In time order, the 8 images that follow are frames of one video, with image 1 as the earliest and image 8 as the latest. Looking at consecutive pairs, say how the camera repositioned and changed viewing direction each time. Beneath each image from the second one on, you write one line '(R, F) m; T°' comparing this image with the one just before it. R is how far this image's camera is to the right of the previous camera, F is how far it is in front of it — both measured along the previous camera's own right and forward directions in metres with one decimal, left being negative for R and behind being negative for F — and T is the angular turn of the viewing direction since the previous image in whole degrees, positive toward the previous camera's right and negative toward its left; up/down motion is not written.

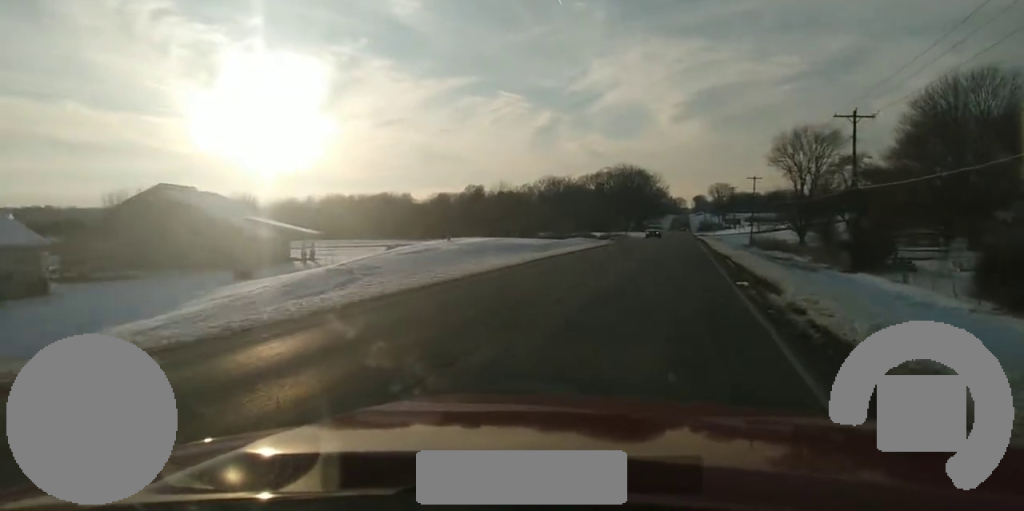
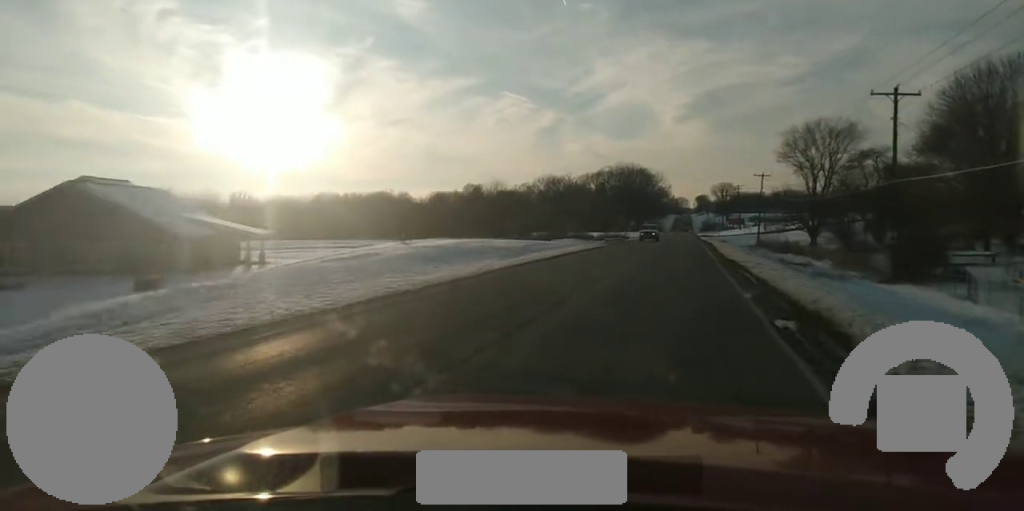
(+0.1, +9.5) m; +1°
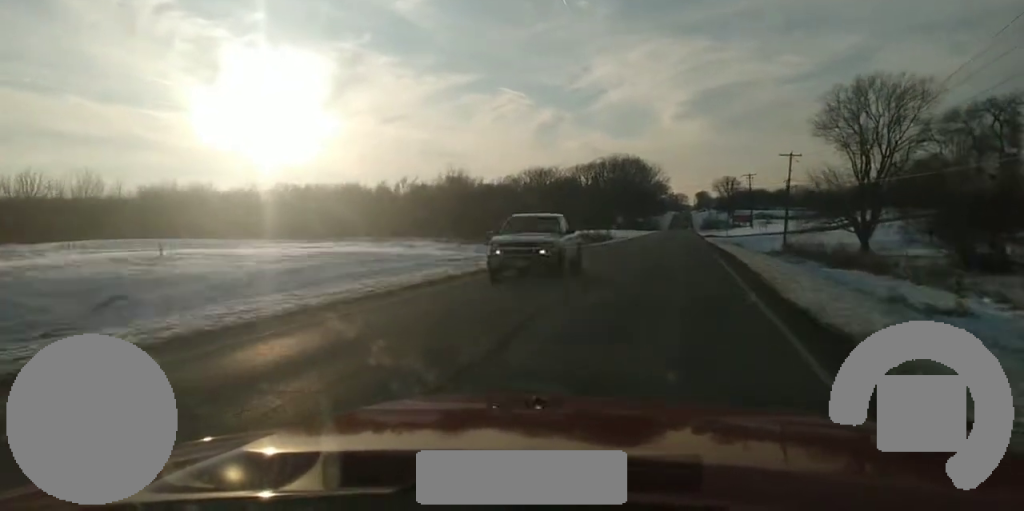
(-0.1, +33.3) m; -3°
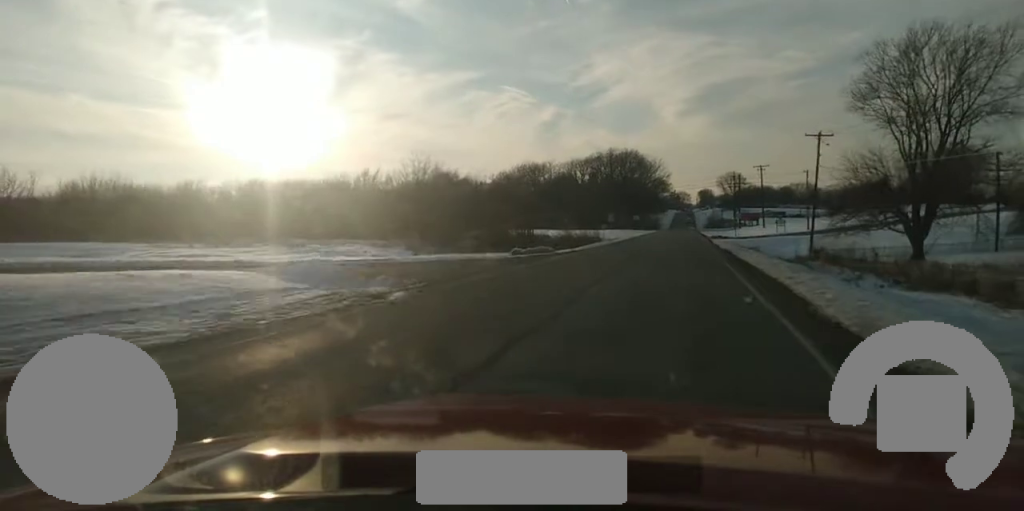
(-0.4, +18.3) m; -1°
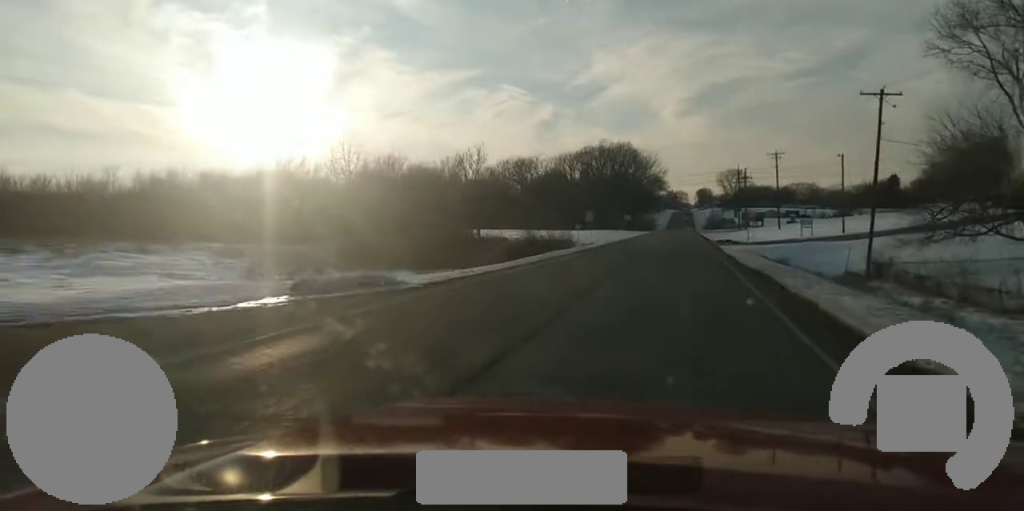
(+0.1, +24.0) m; +1°
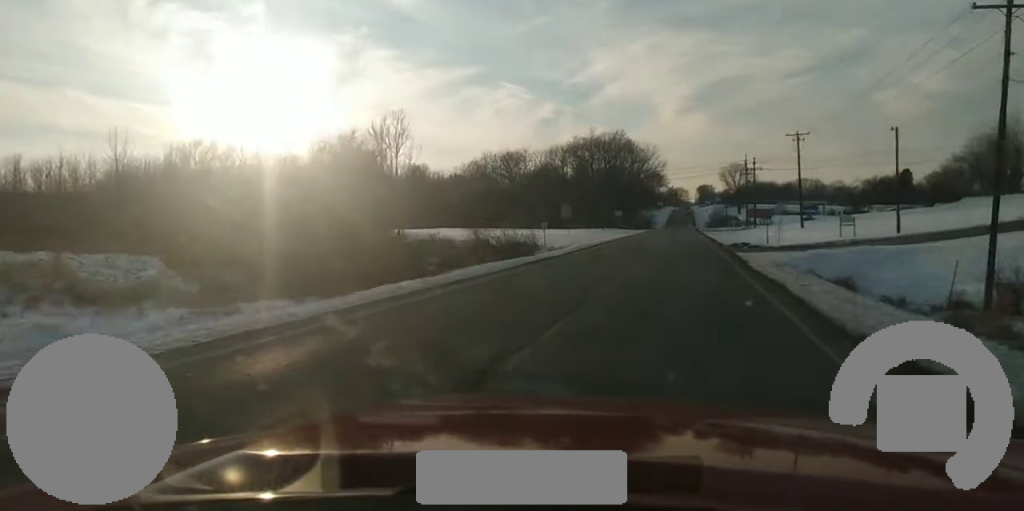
(0.0, +19.8) m; +1°
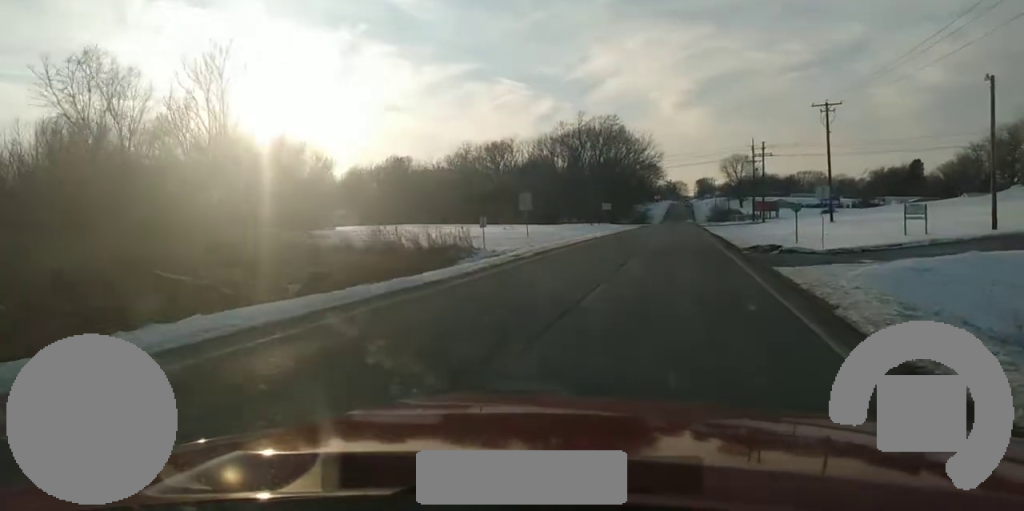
(+0.2, +18.2) m; +1°
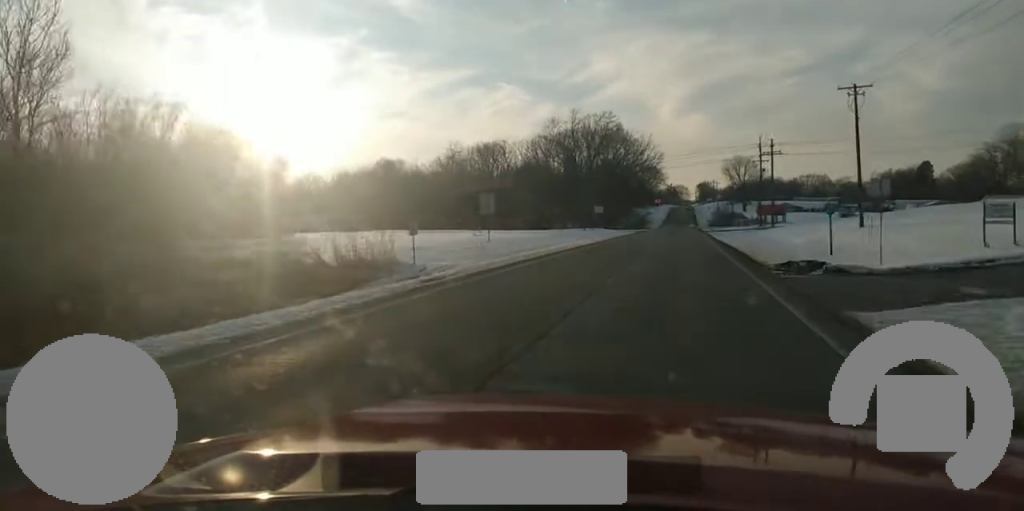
(+0.1, +11.1) m; 0°
